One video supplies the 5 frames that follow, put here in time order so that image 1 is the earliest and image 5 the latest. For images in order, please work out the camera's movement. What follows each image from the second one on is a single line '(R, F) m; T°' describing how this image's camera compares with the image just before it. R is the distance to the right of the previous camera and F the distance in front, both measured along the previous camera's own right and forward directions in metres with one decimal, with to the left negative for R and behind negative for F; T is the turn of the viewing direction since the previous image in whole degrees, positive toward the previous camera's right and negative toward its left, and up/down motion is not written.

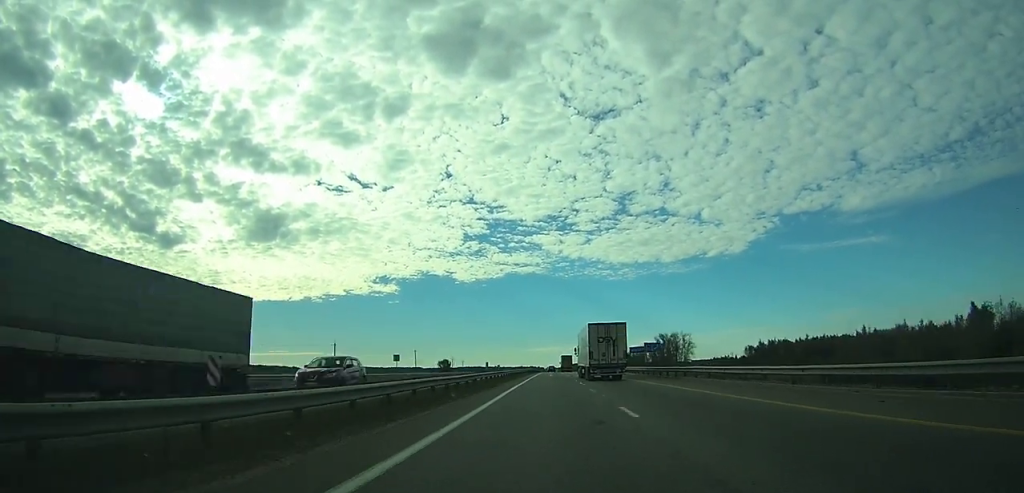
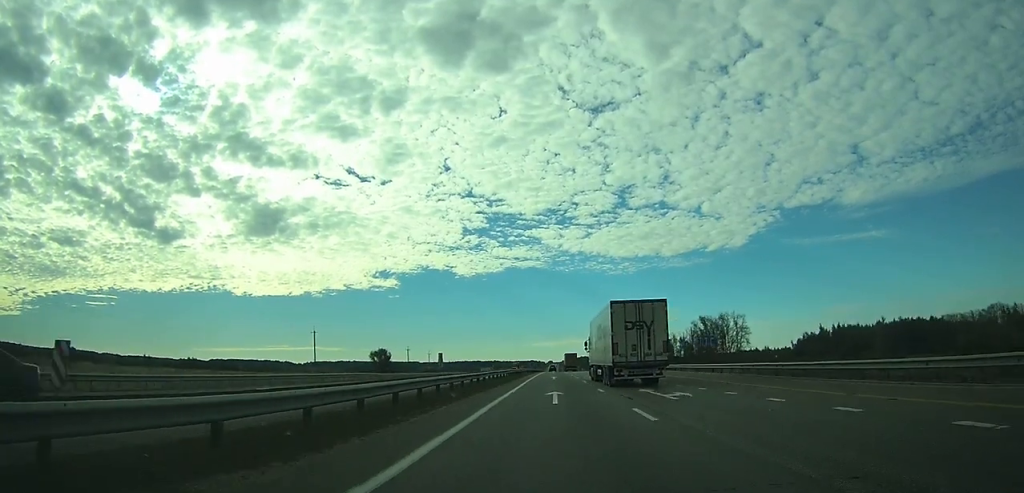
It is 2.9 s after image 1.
(-0.2, +84.6) m; 0°
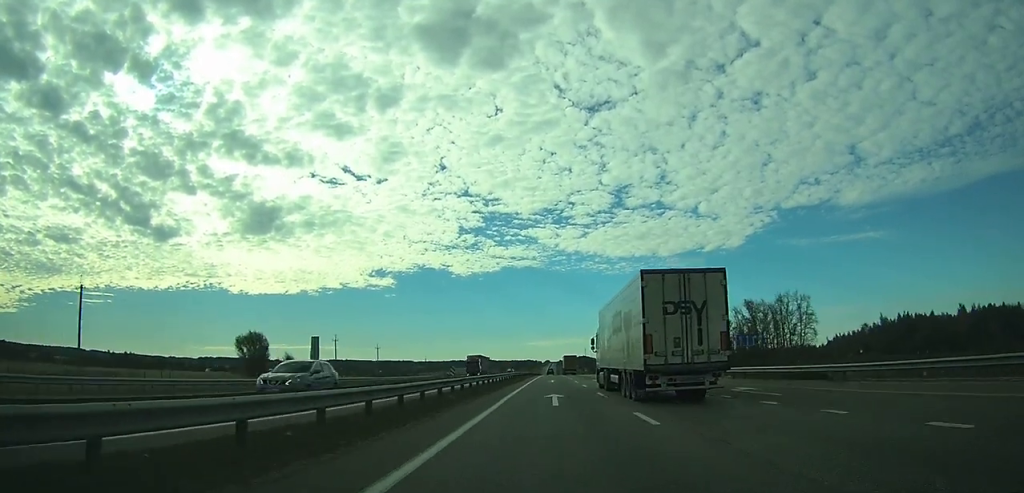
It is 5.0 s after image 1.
(0.0, +59.5) m; 0°
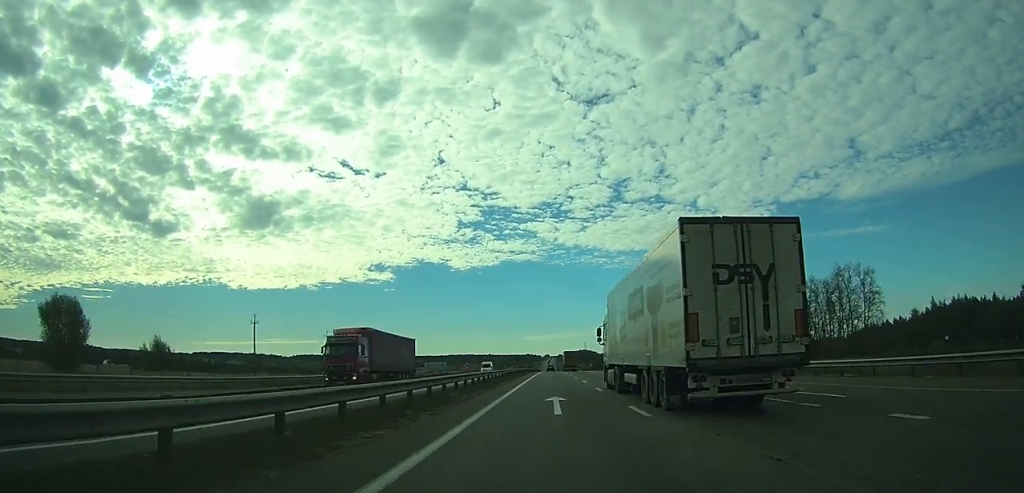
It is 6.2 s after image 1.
(+0.1, +34.7) m; 0°
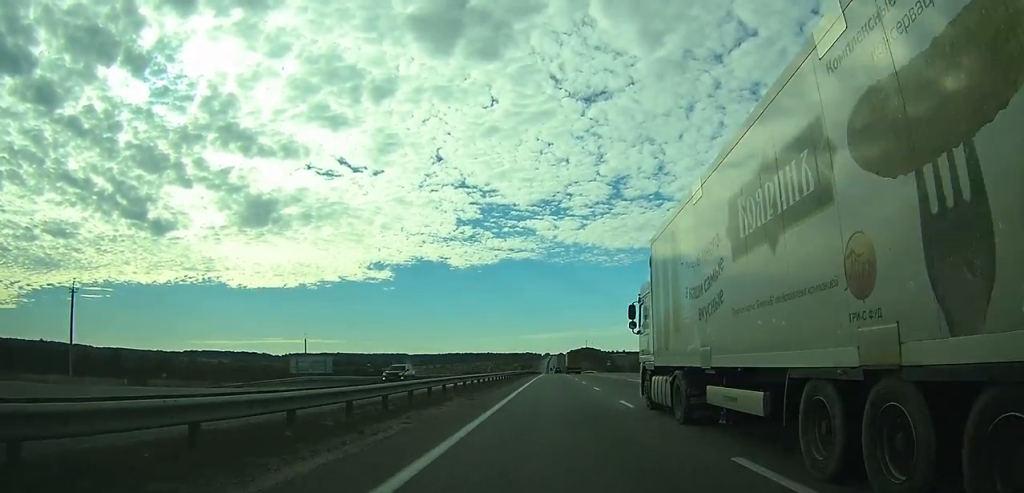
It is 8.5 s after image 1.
(+0.1, +67.4) m; 0°
